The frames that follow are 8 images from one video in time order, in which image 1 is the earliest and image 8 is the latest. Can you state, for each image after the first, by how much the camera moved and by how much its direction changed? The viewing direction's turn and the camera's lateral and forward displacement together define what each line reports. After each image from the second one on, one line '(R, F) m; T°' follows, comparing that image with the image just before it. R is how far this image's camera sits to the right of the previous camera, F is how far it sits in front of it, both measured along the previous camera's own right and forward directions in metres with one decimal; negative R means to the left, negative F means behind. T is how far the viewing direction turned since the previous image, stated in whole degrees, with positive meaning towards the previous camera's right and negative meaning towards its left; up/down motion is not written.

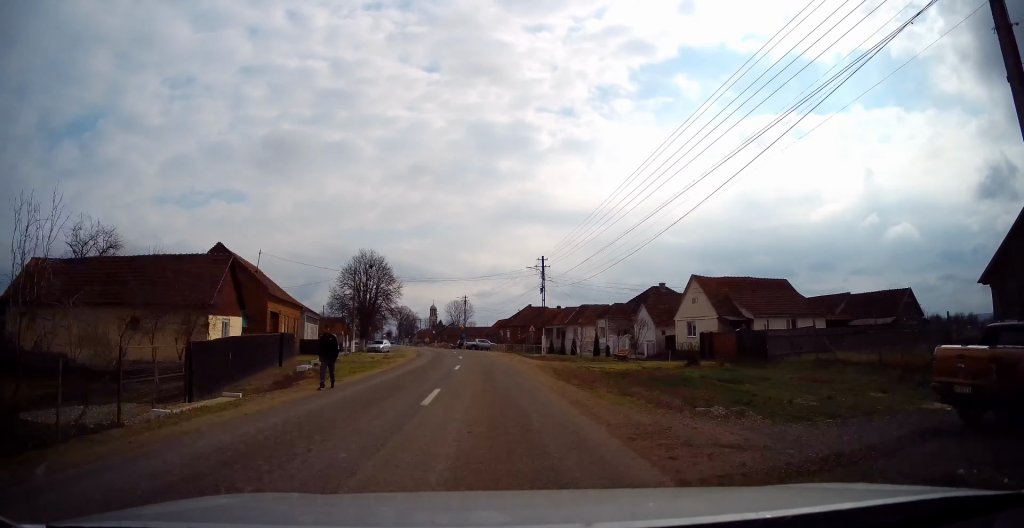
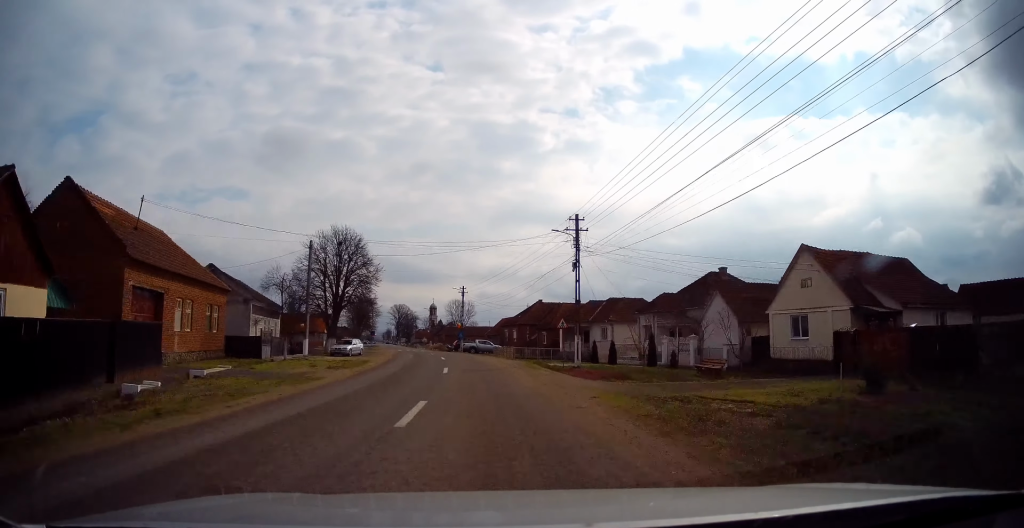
(0.0, +14.6) m; -1°
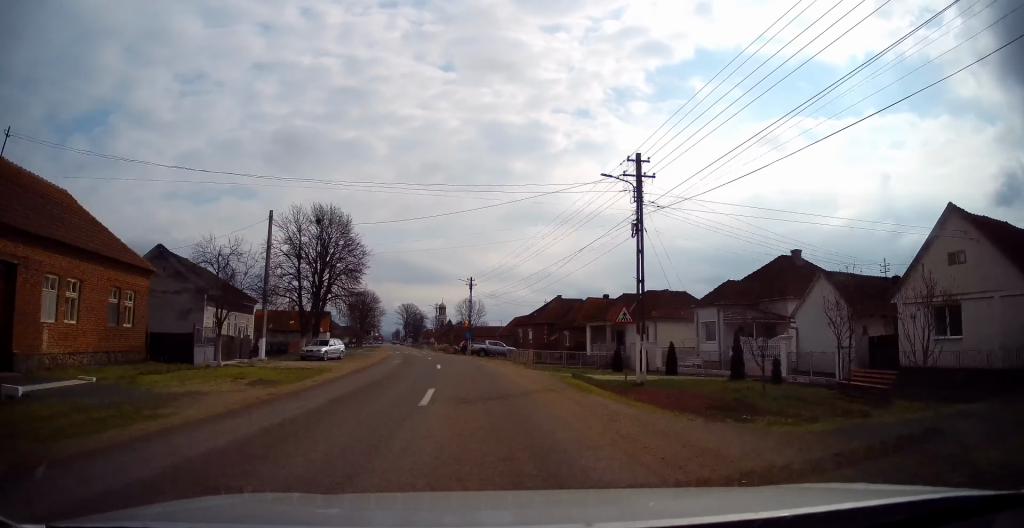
(+0.1, +9.6) m; -1°
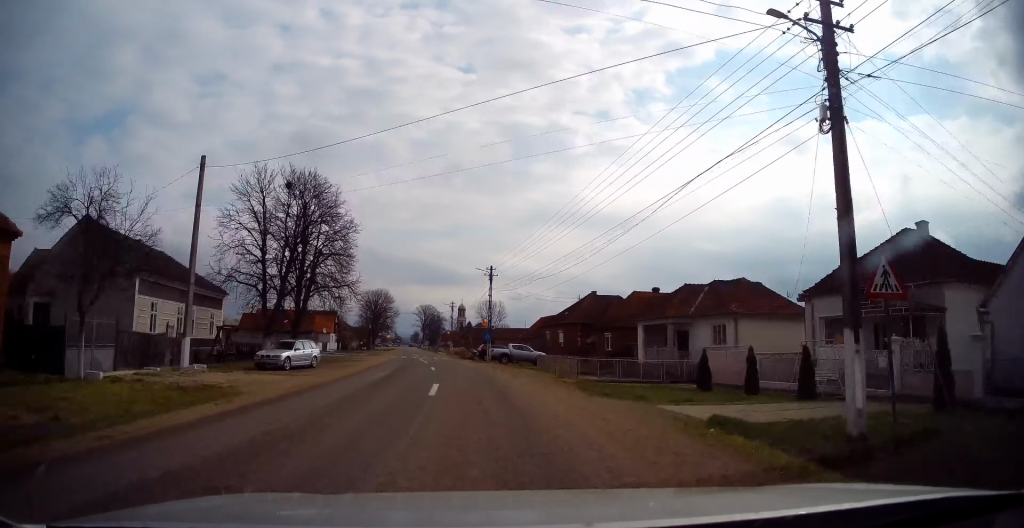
(-0.3, +10.1) m; -2°
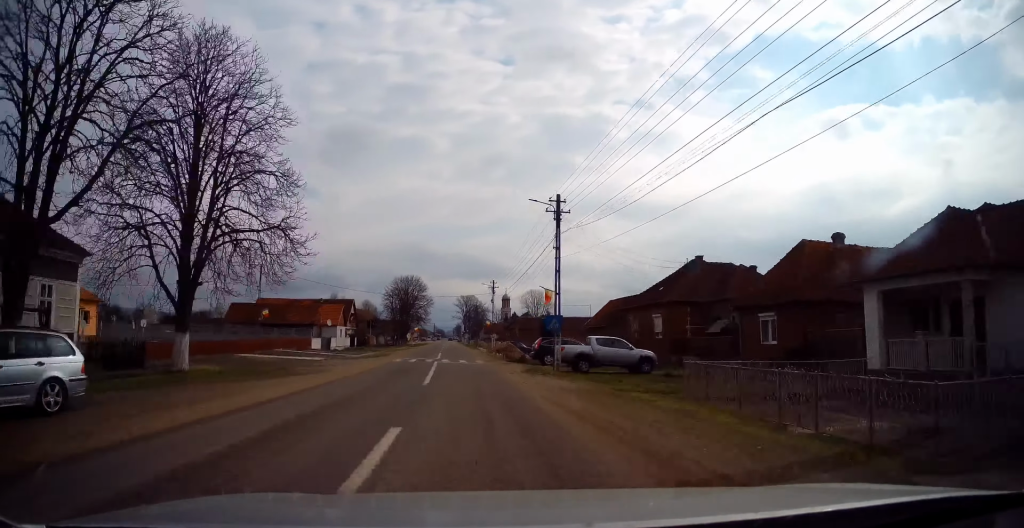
(-0.7, +20.1) m; -4°
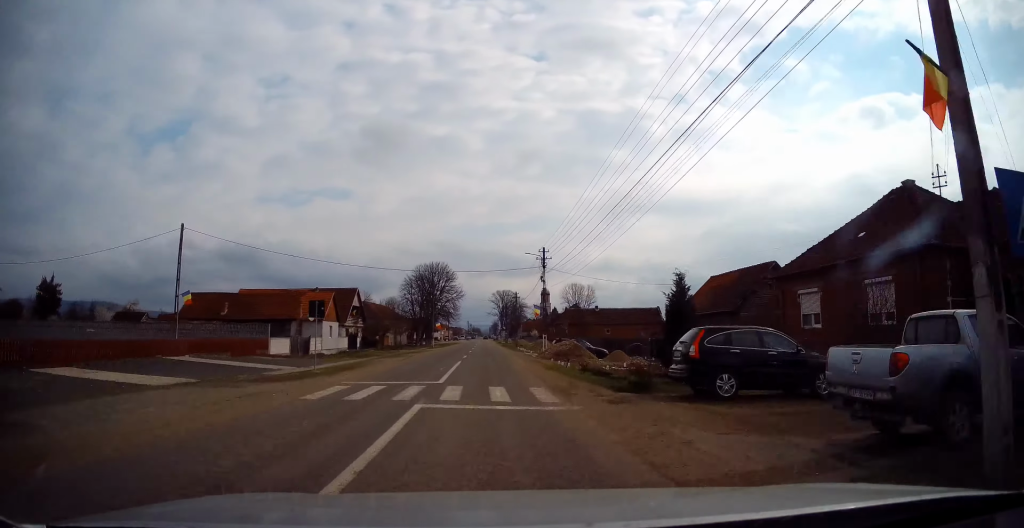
(-0.7, +20.4) m; -3°
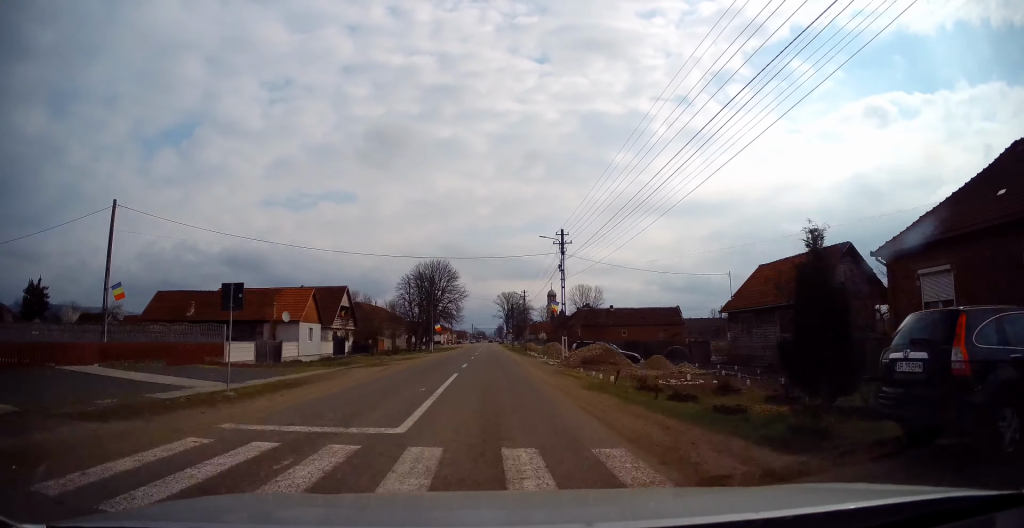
(0.0, +7.6) m; -1°
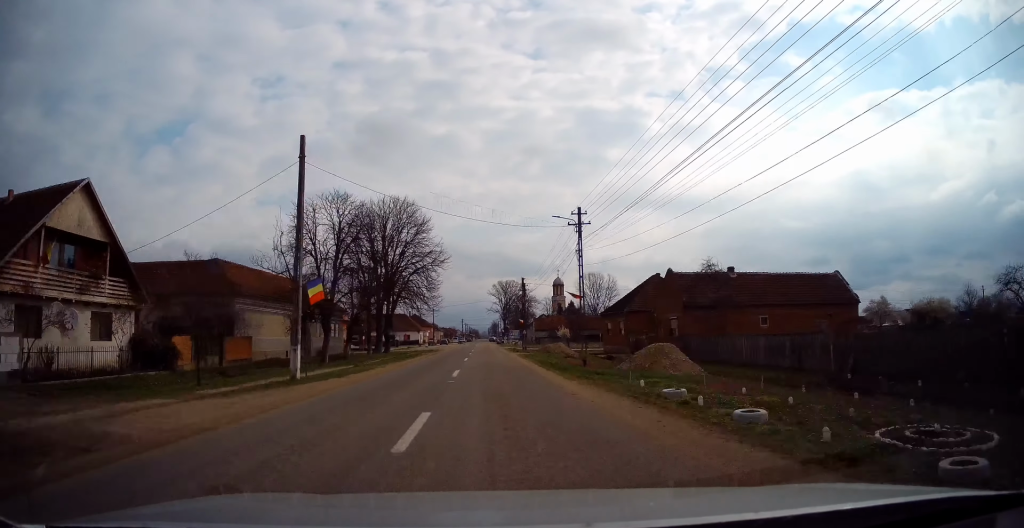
(-0.4, +42.6) m; +1°
